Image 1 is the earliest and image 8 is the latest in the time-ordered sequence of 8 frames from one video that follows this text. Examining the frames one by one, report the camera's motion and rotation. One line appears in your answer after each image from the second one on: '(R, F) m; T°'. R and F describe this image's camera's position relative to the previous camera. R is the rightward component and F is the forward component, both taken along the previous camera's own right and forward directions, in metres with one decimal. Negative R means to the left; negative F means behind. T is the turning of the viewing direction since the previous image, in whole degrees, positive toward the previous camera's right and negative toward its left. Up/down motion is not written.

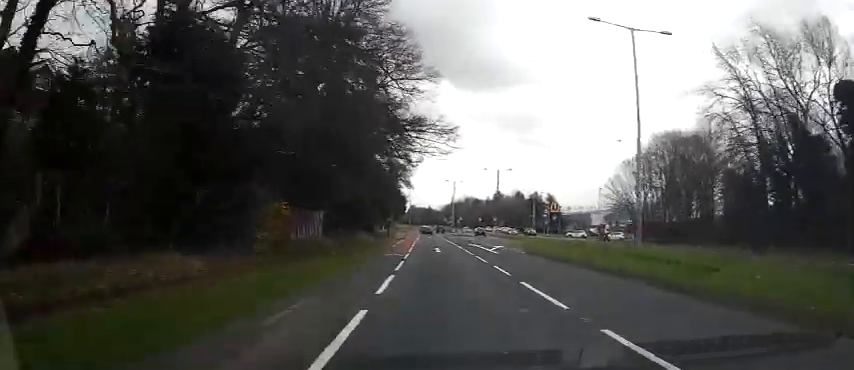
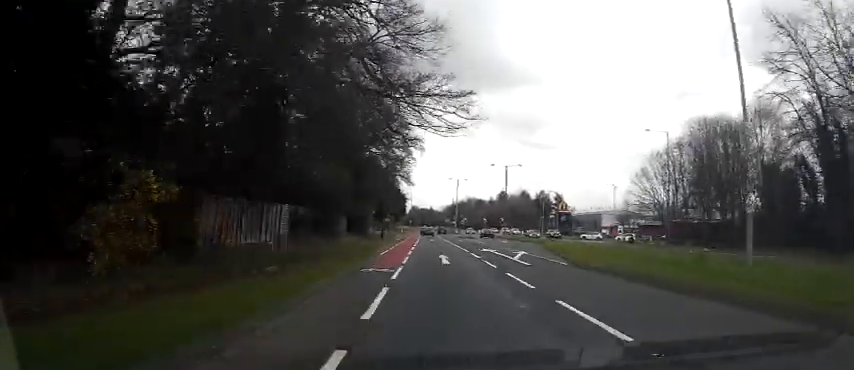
(+0.1, +8.4) m; -1°
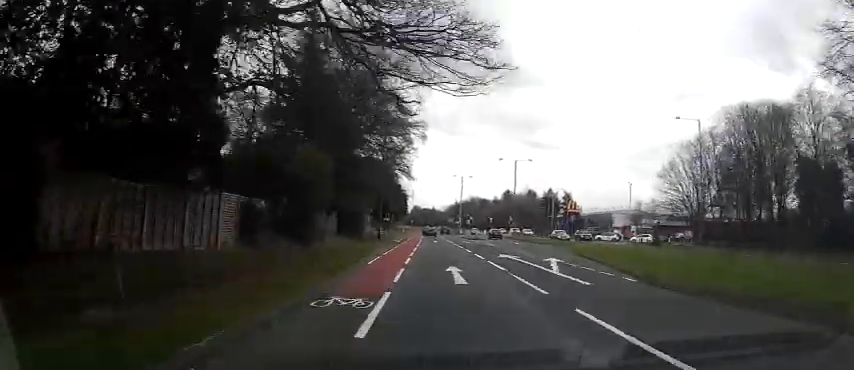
(-0.1, +6.6) m; -2°
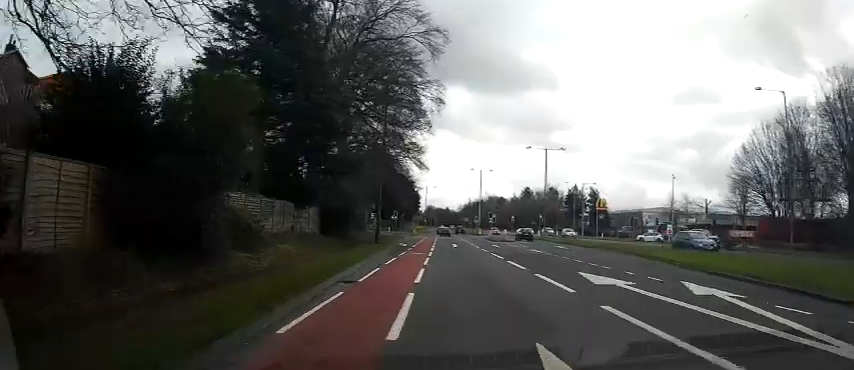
(-0.5, +12.8) m; -3°
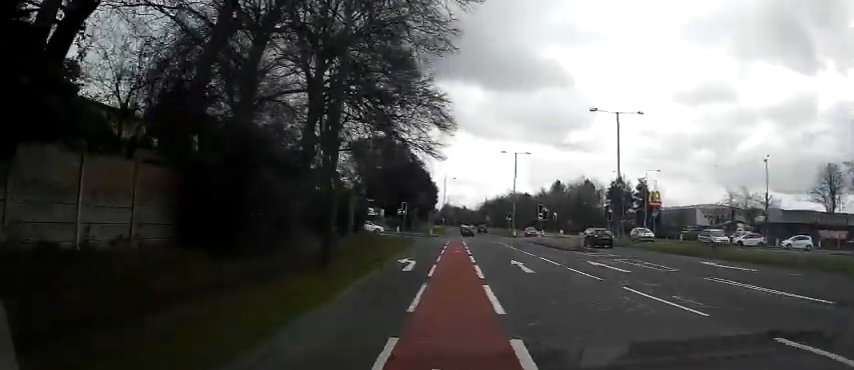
(-0.3, +21.7) m; -1°
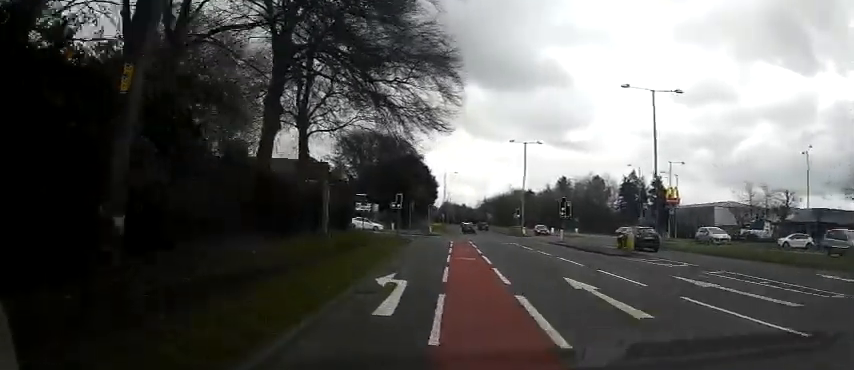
(0.0, +8.1) m; +1°
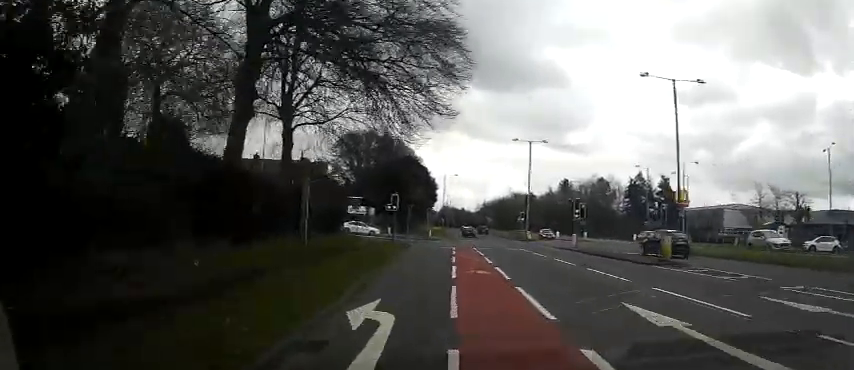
(-0.1, +4.2) m; +1°
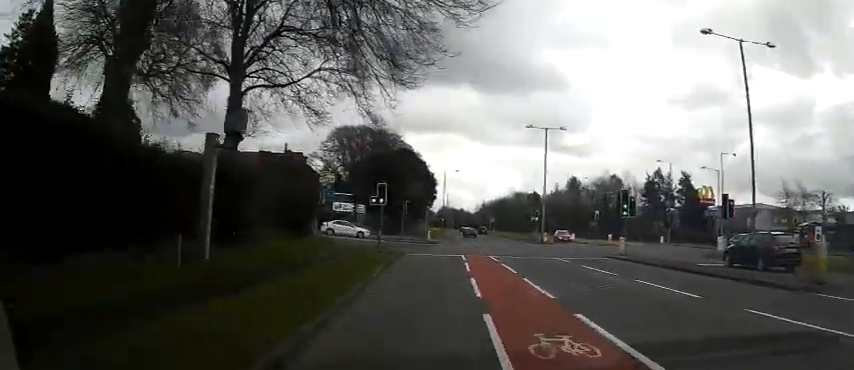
(+0.4, +9.3) m; +2°
